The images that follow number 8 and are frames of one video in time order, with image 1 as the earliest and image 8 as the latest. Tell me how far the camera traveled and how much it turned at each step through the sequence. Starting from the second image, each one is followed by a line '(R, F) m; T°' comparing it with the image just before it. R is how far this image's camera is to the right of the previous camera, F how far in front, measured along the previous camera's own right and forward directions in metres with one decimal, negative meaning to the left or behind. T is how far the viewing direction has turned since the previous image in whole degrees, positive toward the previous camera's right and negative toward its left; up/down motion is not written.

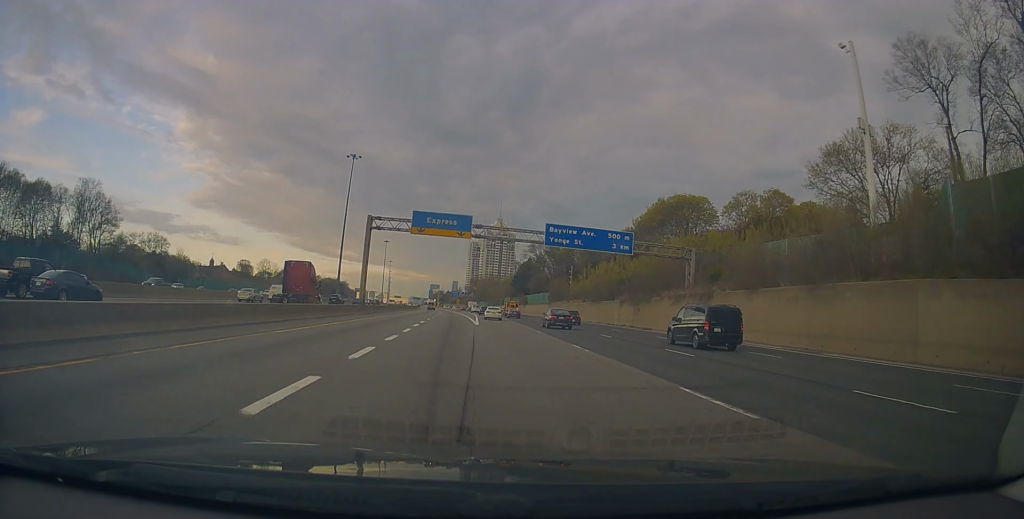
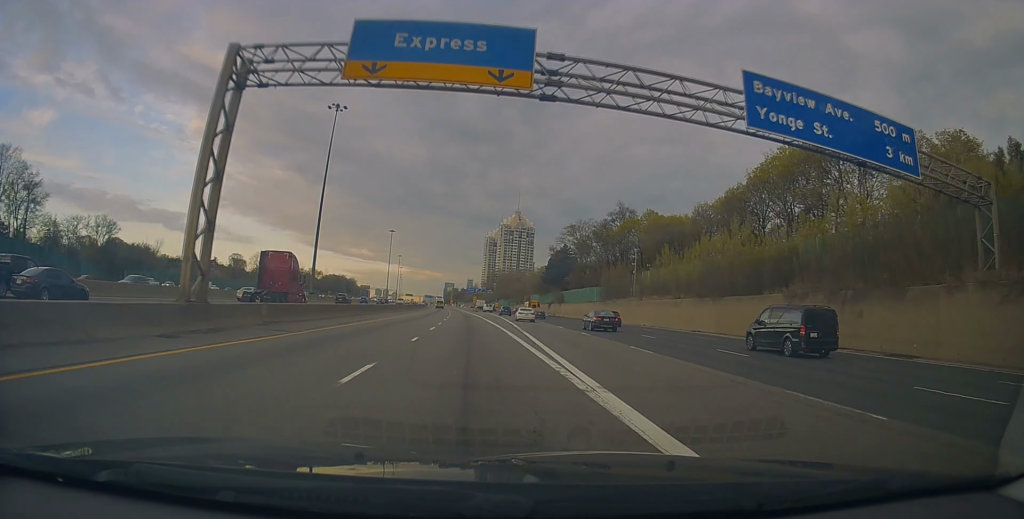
(-0.5, +35.9) m; -1°
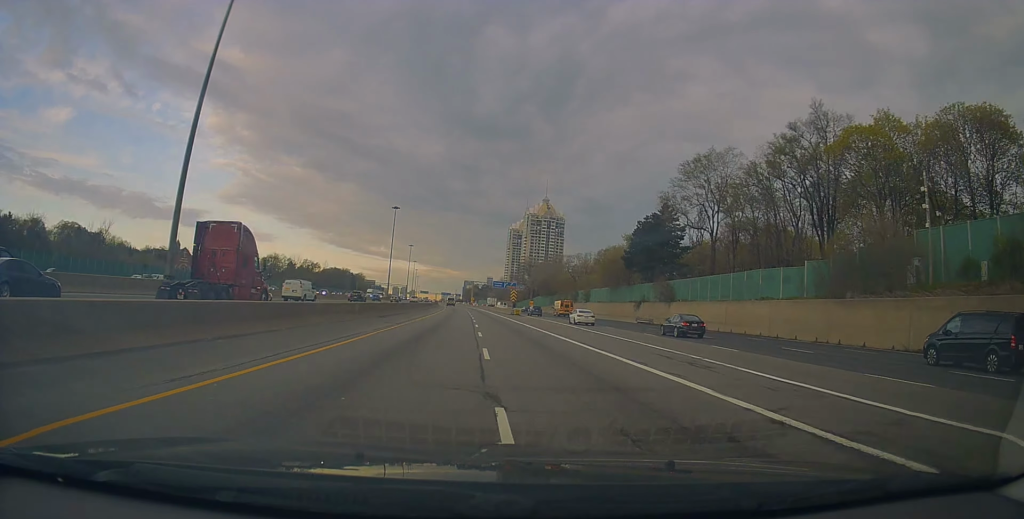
(-0.1, +57.5) m; -2°
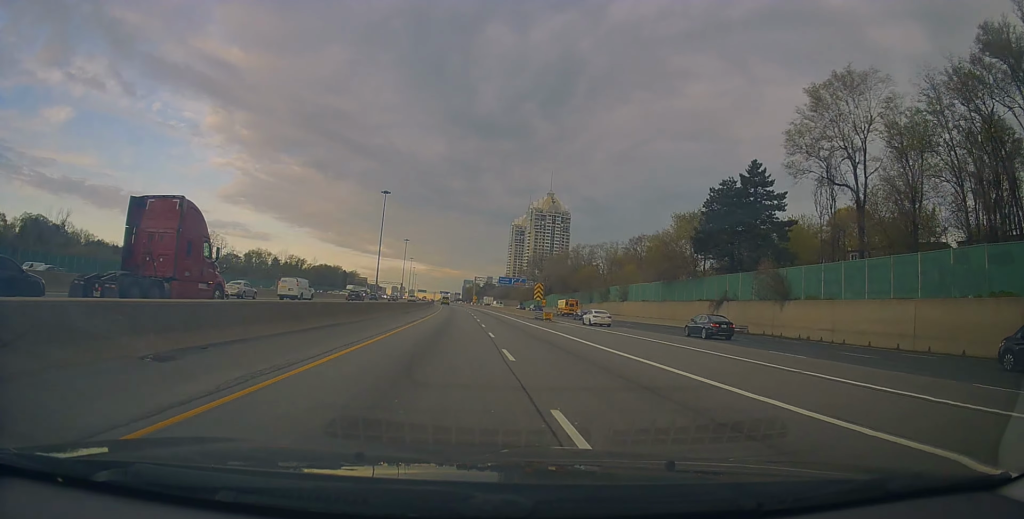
(-0.7, +26.9) m; -1°
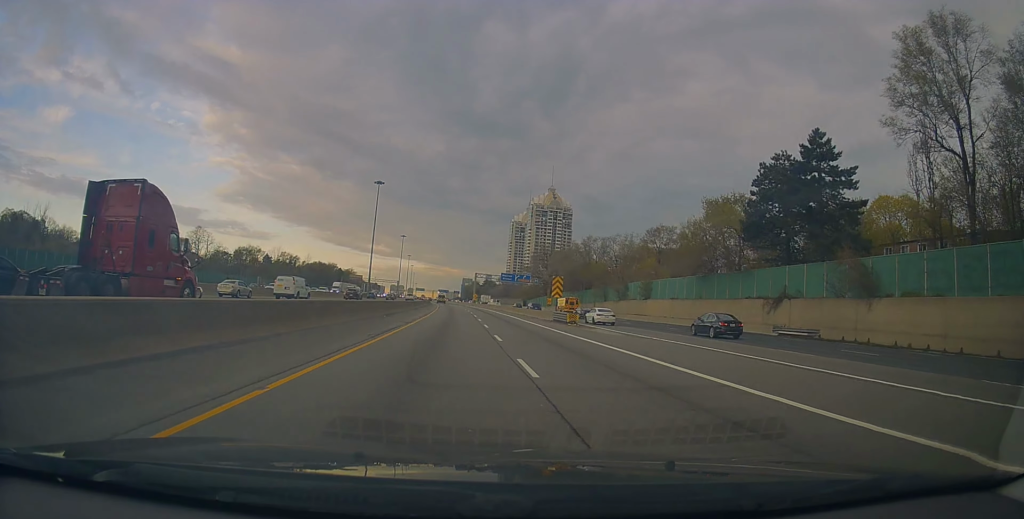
(-0.1, +12.6) m; 0°
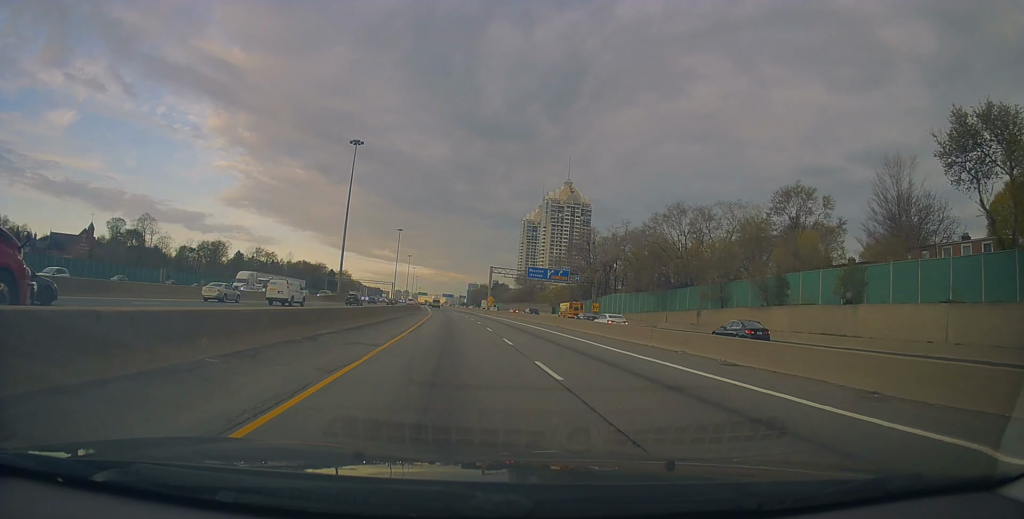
(-0.1, +46.0) m; -1°
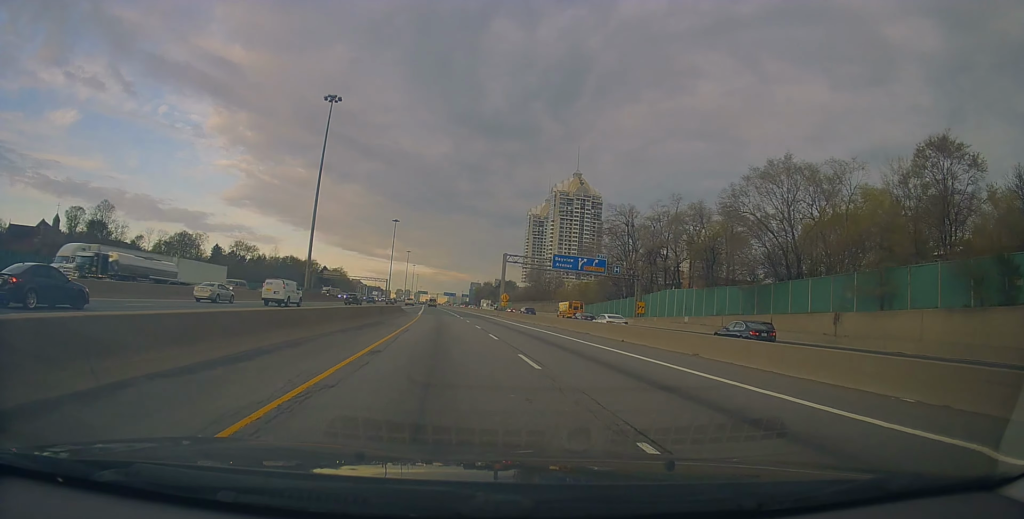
(0.0, +25.6) m; 0°
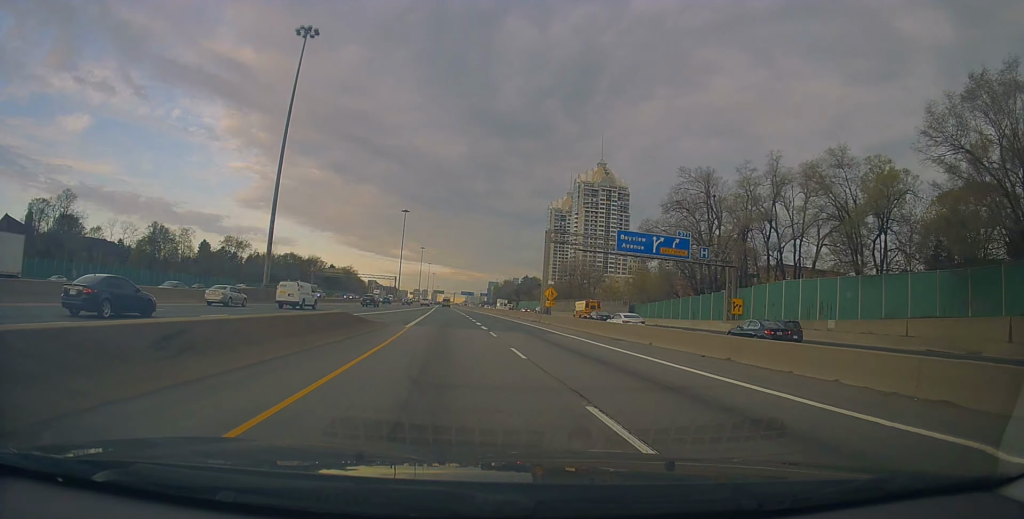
(0.0, +25.2) m; -1°
